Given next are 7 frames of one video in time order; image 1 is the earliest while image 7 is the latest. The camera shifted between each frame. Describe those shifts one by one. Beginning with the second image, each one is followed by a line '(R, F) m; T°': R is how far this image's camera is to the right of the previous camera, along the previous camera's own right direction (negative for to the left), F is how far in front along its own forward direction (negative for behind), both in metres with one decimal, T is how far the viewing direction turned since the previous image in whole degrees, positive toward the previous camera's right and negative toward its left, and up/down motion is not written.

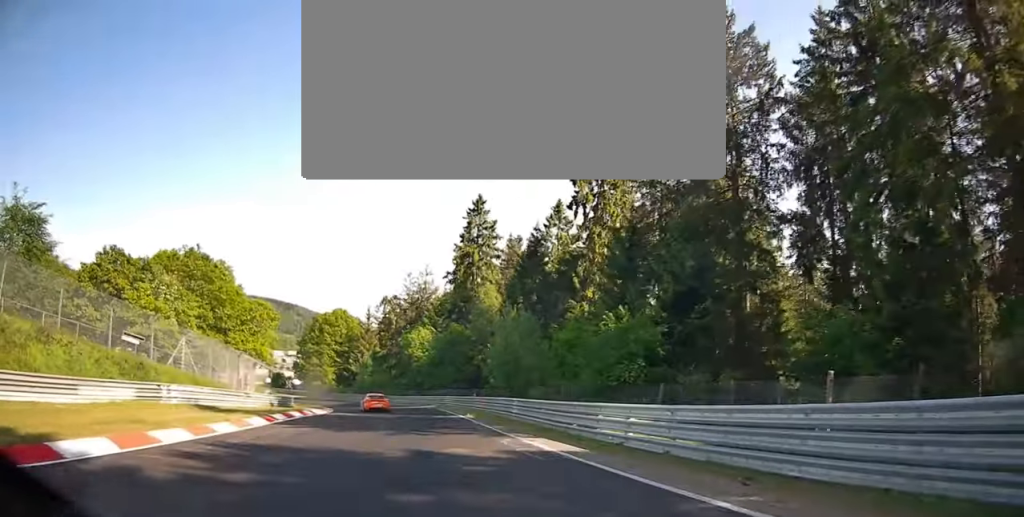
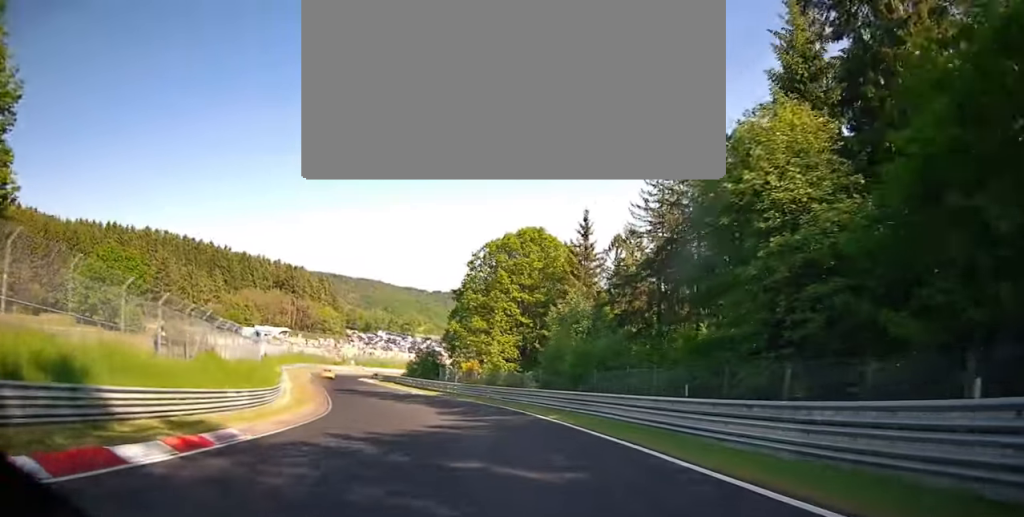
(-13.6, +58.0) m; -24°
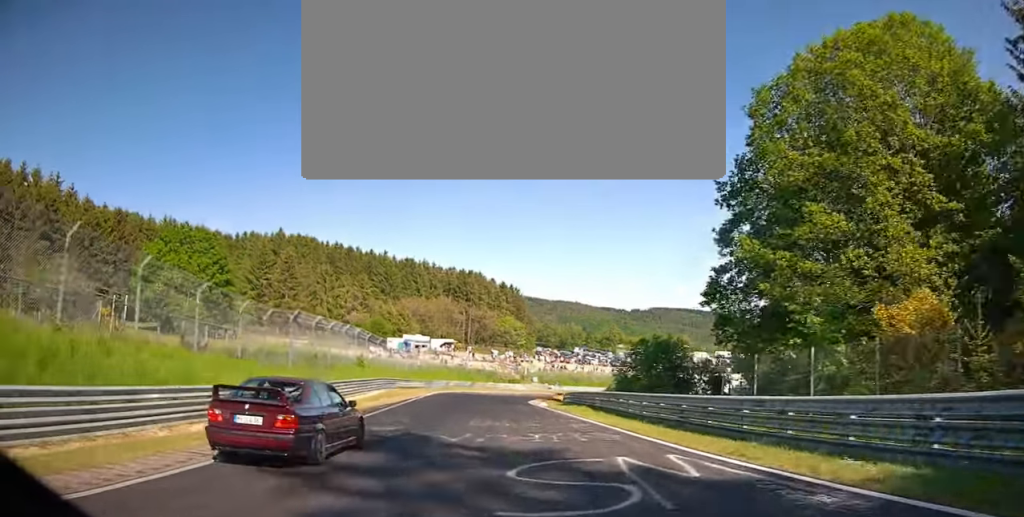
(-5.5, +40.2) m; -10°
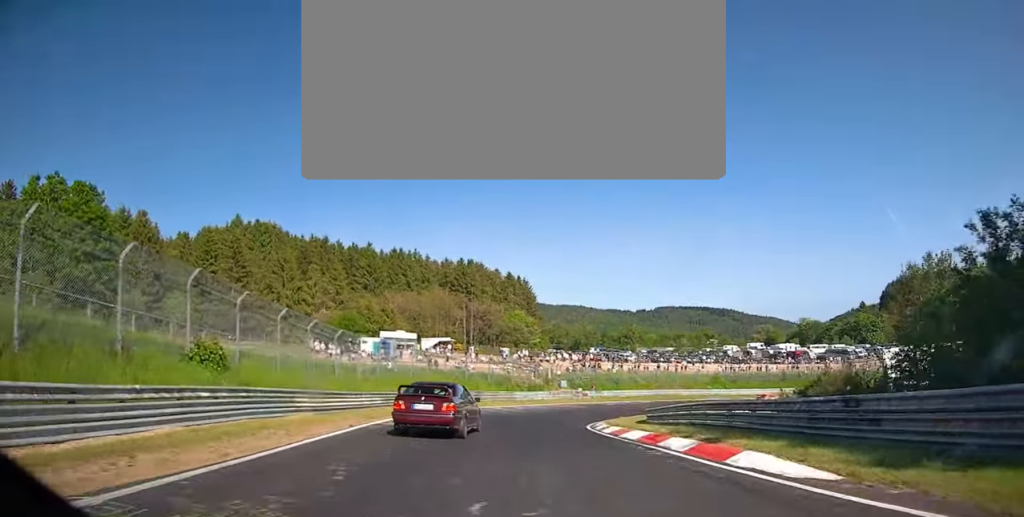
(-0.5, +30.6) m; +4°
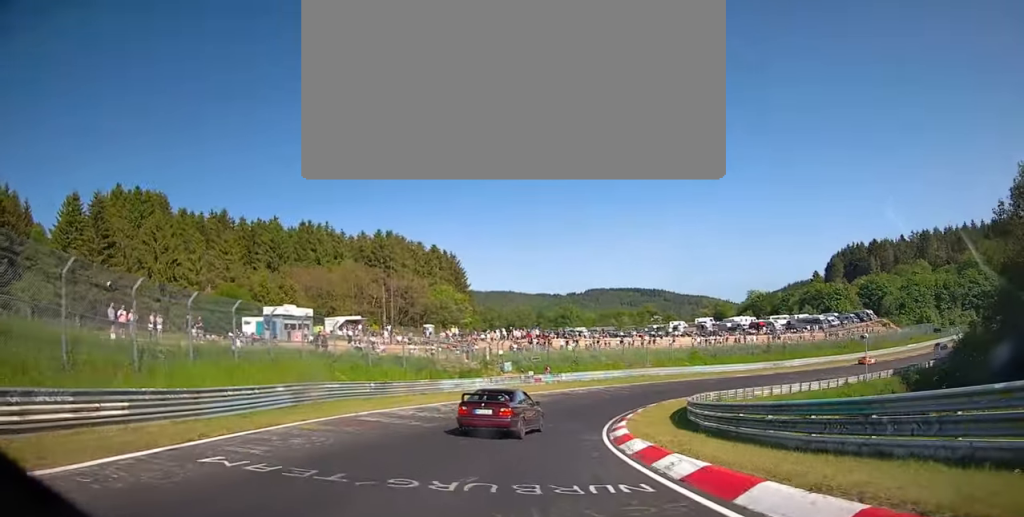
(+1.3, +20.7) m; +9°
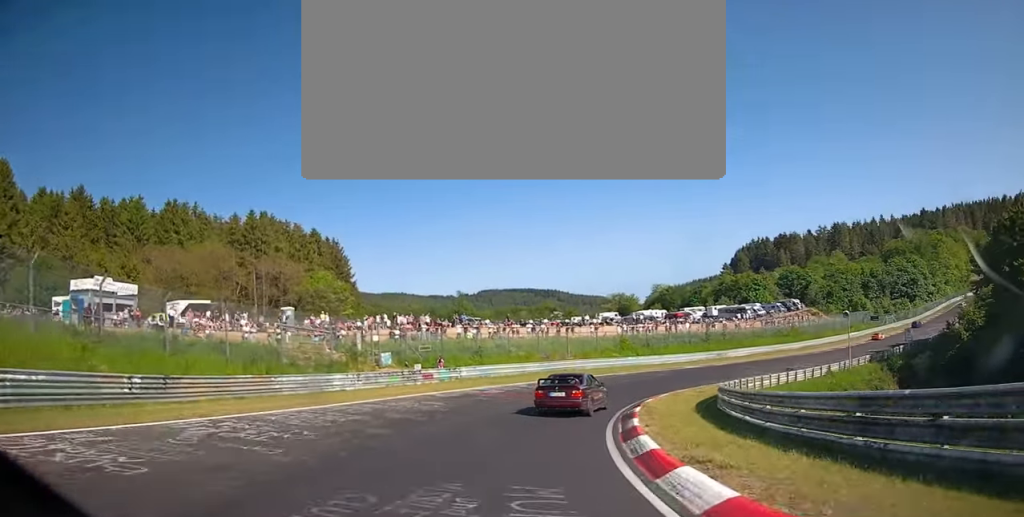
(+0.8, +16.0) m; +11°
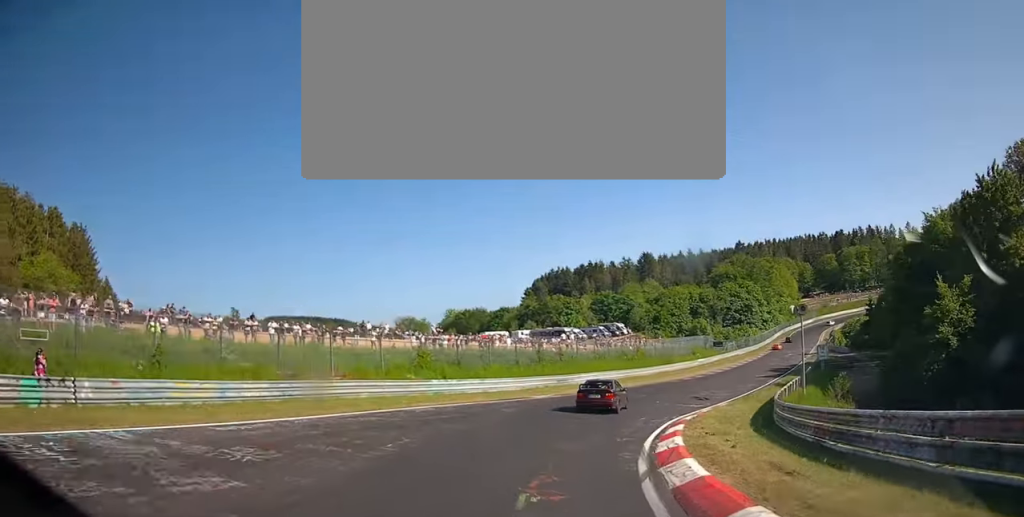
(+3.2, +21.1) m; +23°
